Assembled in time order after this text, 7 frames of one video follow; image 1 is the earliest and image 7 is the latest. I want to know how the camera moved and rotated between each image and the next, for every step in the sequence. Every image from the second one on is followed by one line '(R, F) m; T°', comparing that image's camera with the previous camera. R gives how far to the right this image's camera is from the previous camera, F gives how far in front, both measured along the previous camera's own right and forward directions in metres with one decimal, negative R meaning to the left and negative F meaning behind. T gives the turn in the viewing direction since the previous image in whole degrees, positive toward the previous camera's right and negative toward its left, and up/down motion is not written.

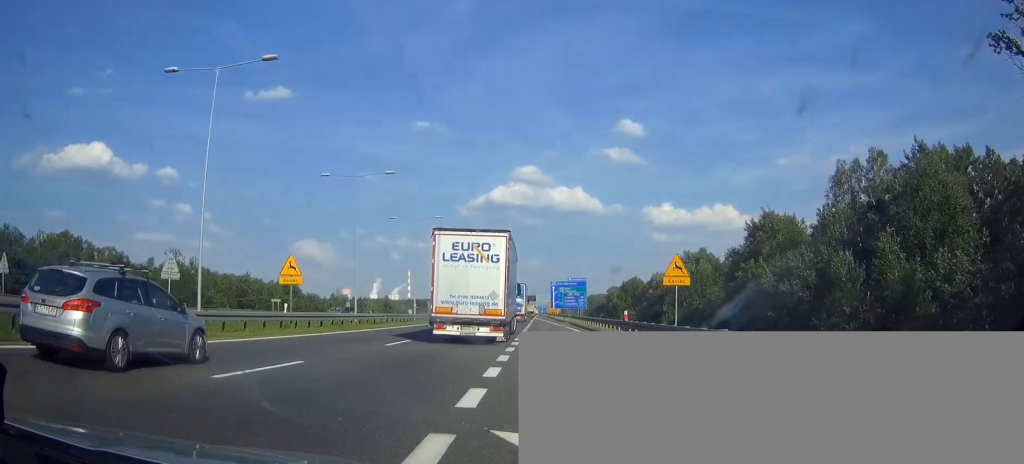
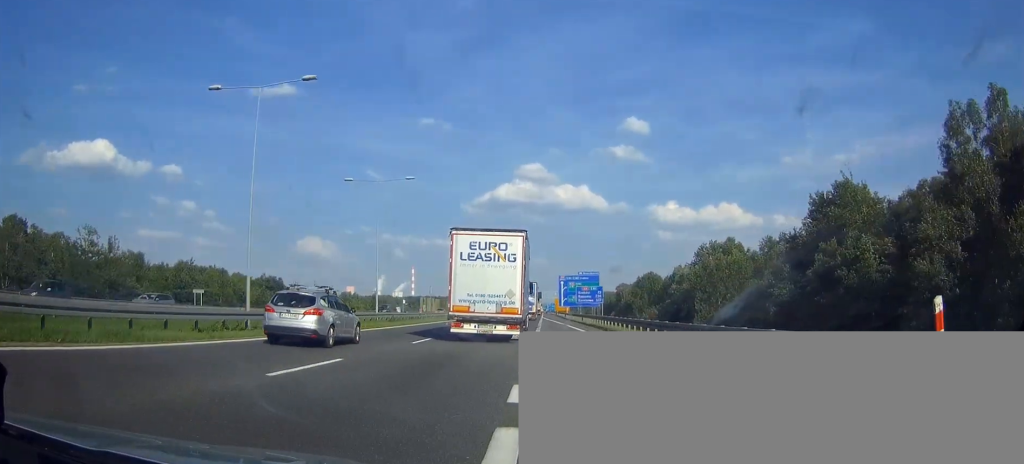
(-0.1, +23.5) m; 0°
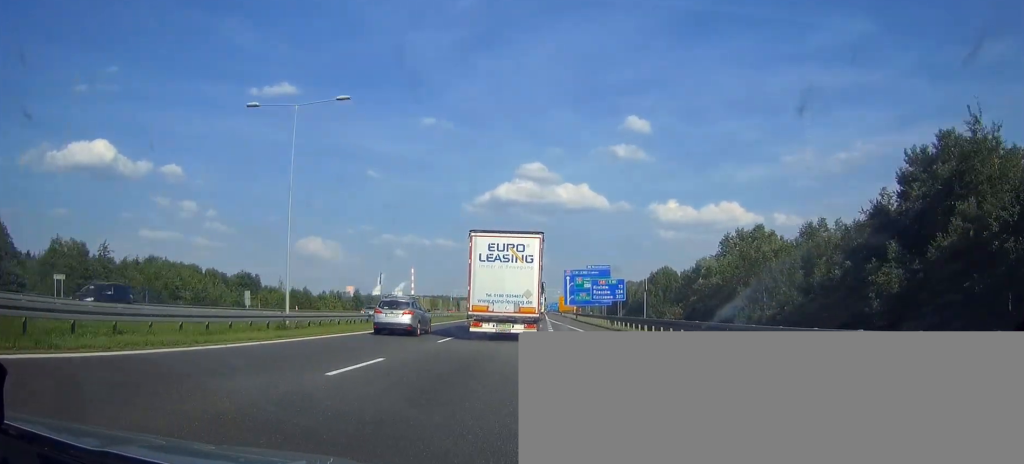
(0.0, +22.6) m; 0°
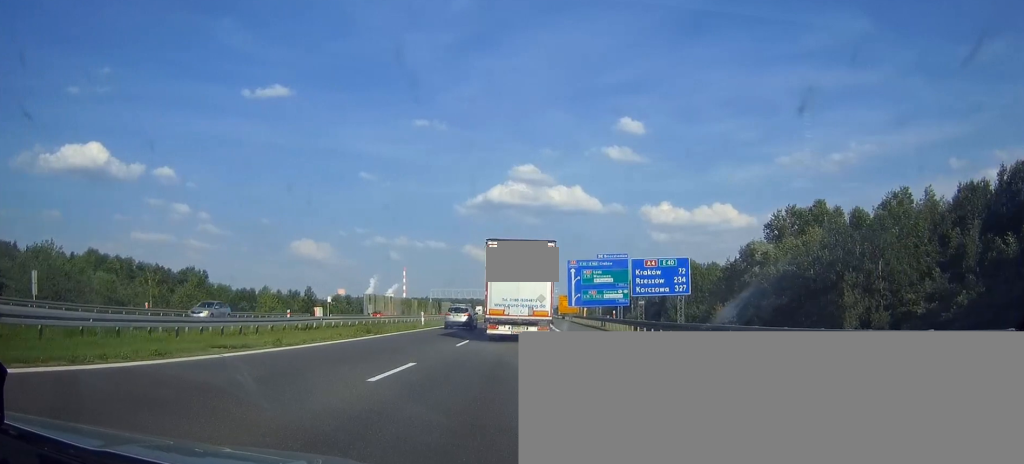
(0.0, +36.4) m; 0°
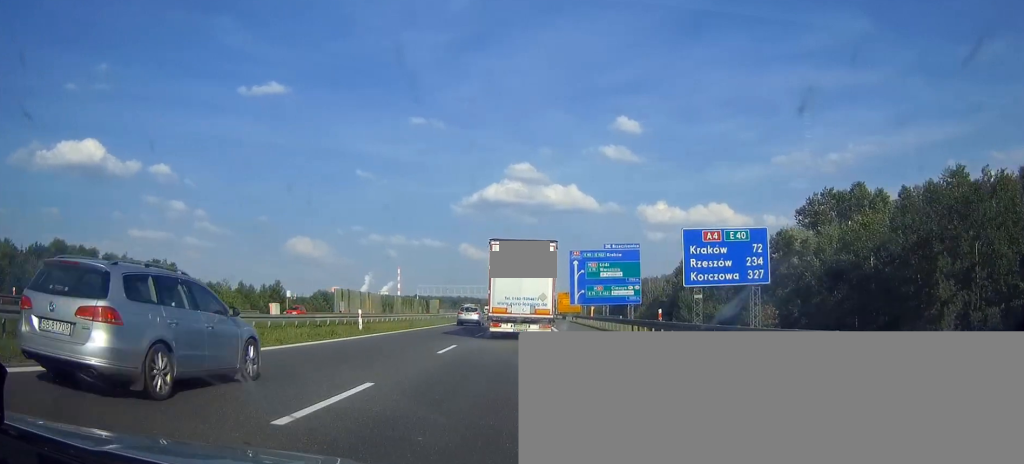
(0.0, +16.7) m; 0°
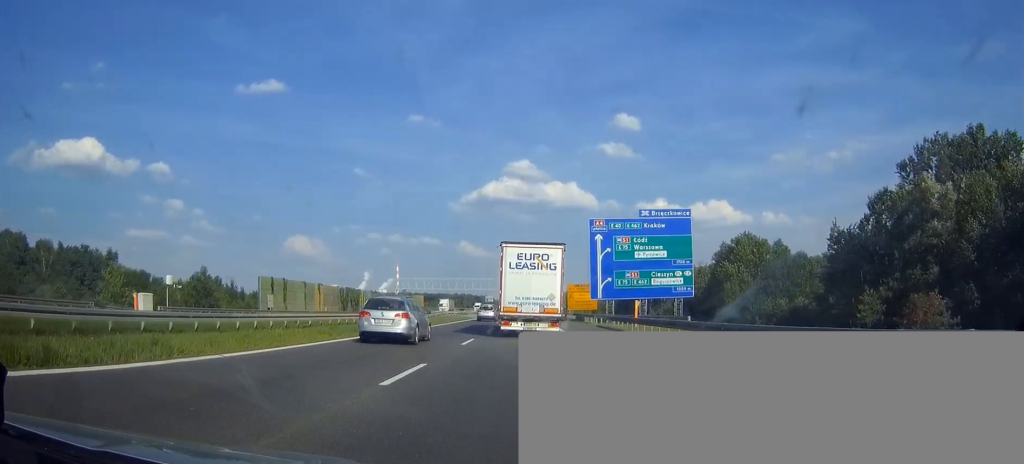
(+0.2, +31.9) m; +1°
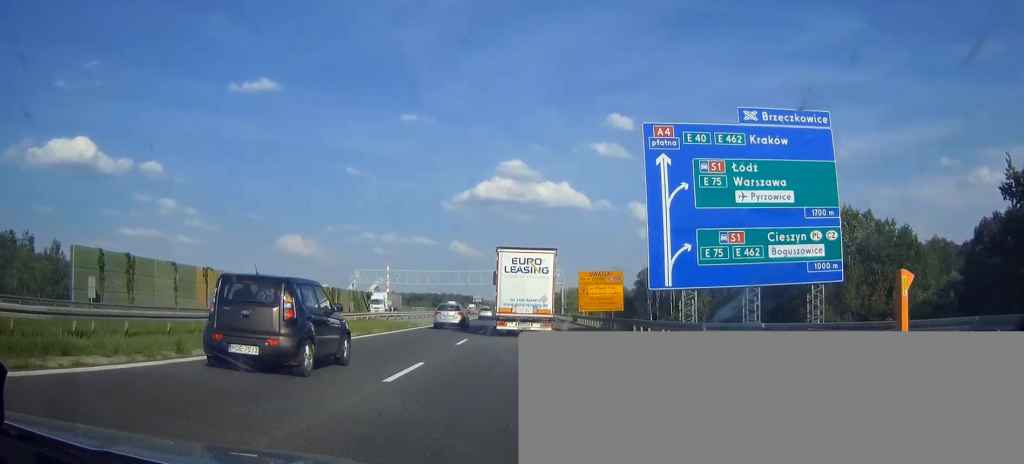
(-0.1, +35.7) m; 0°
